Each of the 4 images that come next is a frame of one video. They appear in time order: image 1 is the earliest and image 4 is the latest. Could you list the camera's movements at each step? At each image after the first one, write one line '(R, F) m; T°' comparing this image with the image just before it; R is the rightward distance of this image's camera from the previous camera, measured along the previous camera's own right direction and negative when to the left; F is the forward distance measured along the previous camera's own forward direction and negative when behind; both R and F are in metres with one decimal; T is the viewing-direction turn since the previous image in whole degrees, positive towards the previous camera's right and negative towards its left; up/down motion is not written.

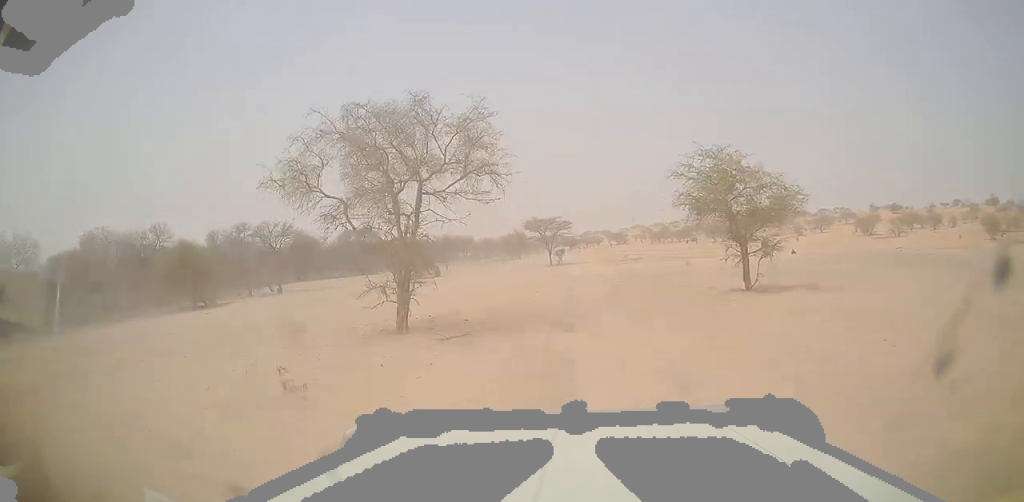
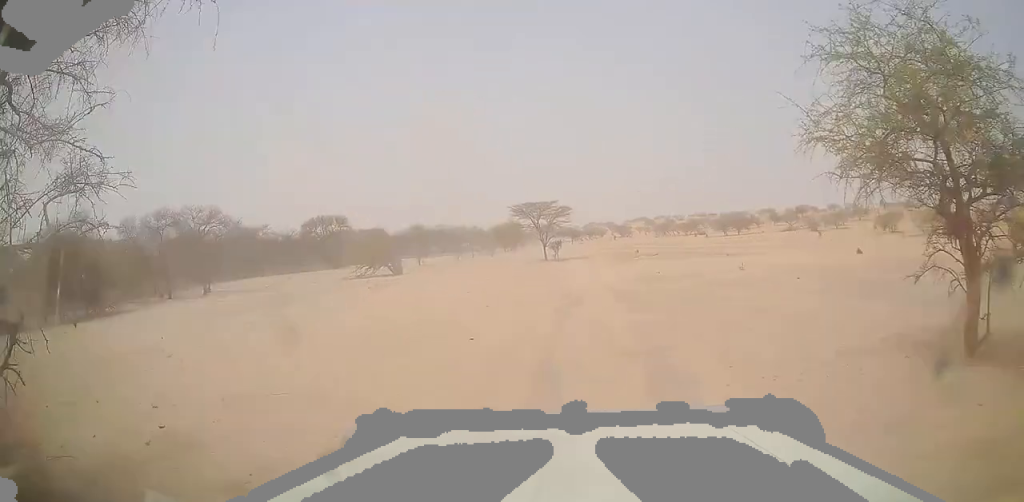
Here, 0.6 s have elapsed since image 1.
(+0.1, +12.0) m; 0°
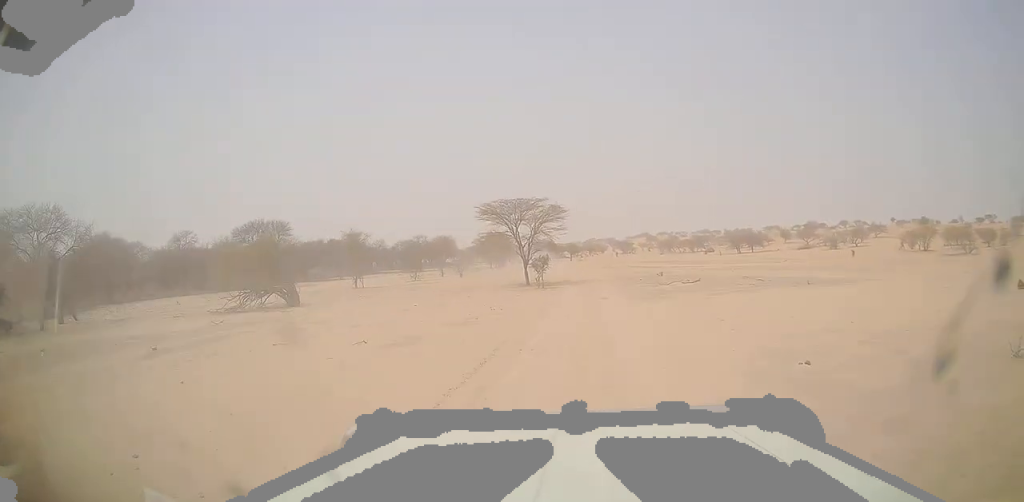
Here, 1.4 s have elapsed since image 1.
(-0.4, +16.6) m; -1°
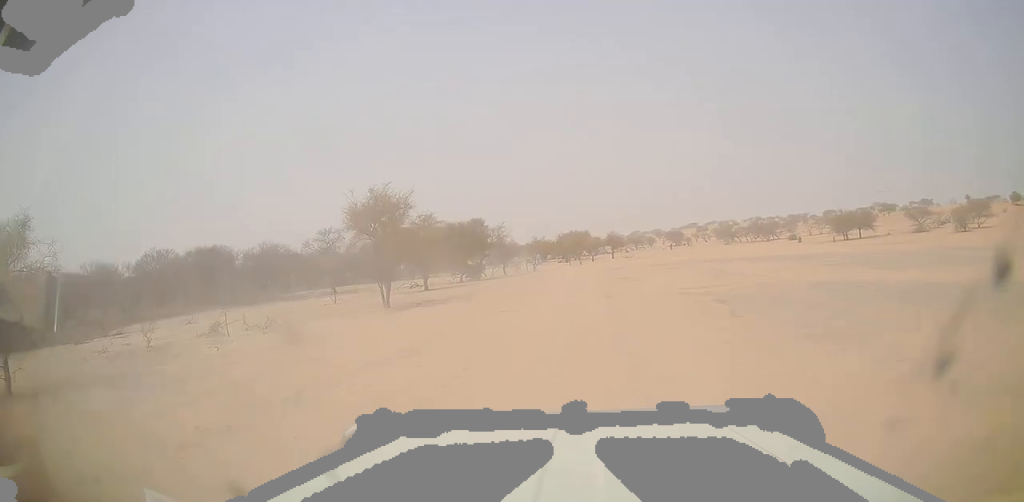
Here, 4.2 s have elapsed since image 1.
(-0.2, +53.1) m; -3°
